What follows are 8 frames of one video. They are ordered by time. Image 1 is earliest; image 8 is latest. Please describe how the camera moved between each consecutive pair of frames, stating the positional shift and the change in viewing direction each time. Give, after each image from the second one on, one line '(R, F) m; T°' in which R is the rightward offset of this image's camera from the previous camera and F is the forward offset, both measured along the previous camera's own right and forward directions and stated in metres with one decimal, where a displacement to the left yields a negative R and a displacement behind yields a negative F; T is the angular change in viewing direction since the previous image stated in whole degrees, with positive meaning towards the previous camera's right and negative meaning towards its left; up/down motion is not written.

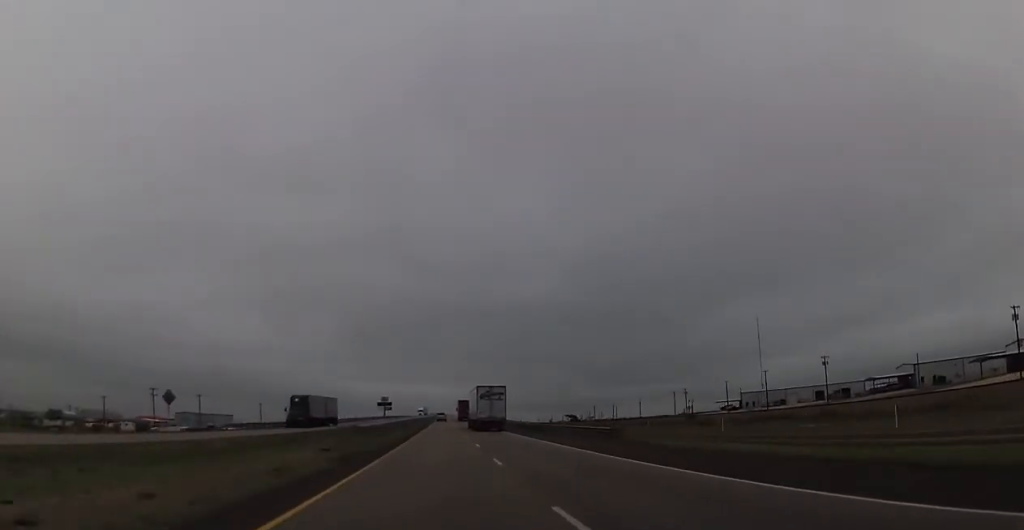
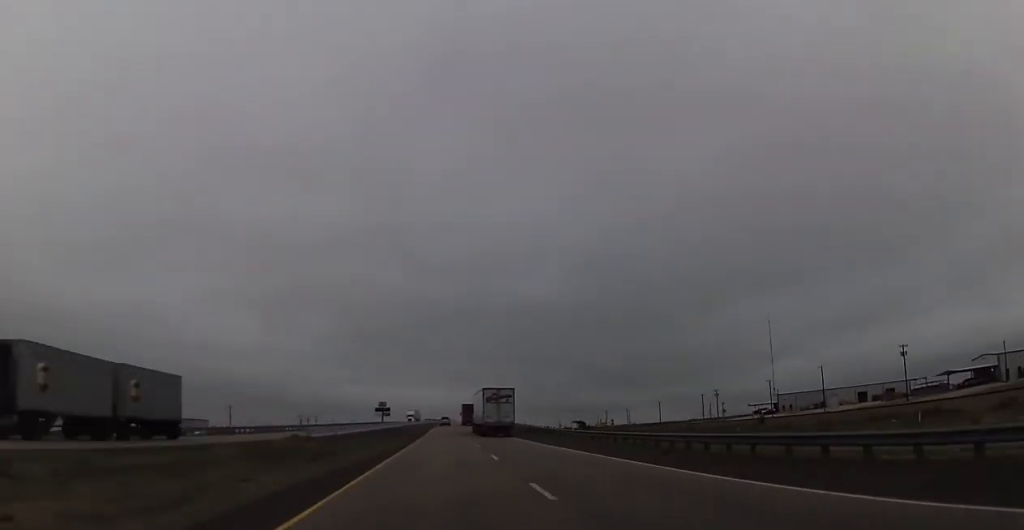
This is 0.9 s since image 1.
(-0.2, +32.5) m; 0°
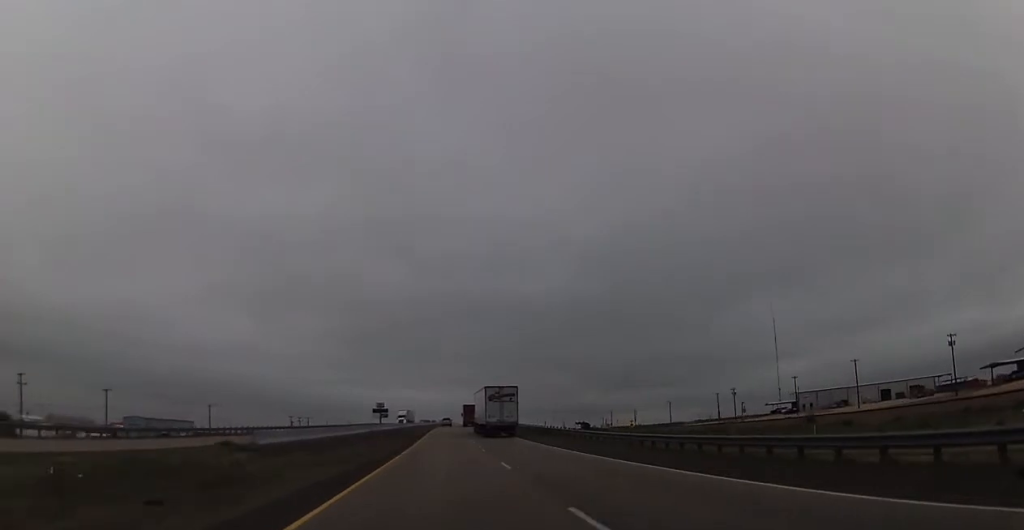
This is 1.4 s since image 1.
(-0.1, +16.2) m; 0°
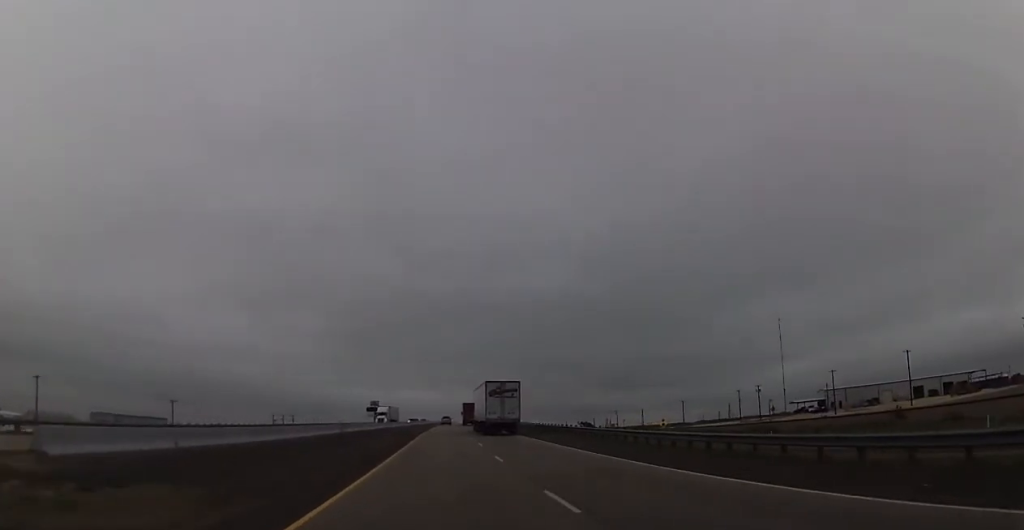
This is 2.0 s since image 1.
(+0.3, +22.0) m; 0°
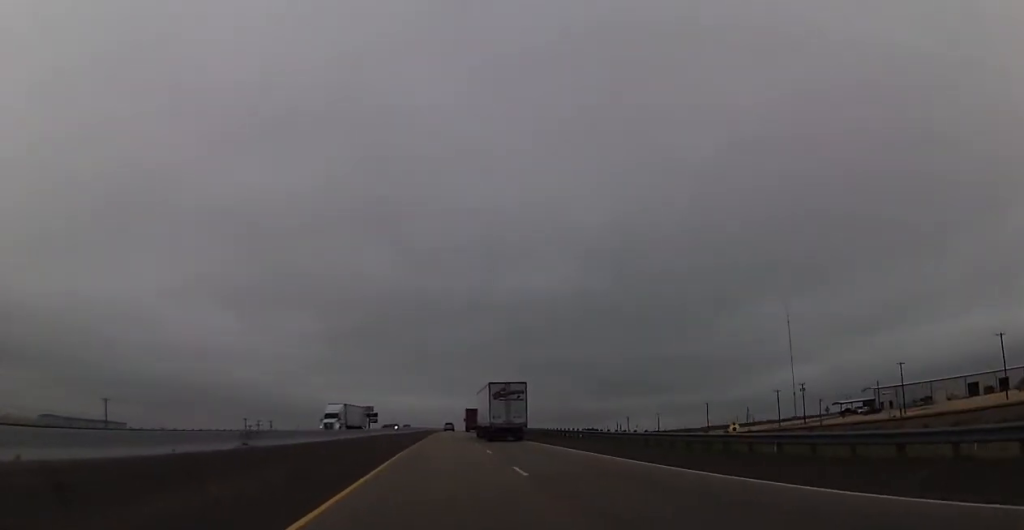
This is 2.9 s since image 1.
(-0.1, +30.1) m; 0°
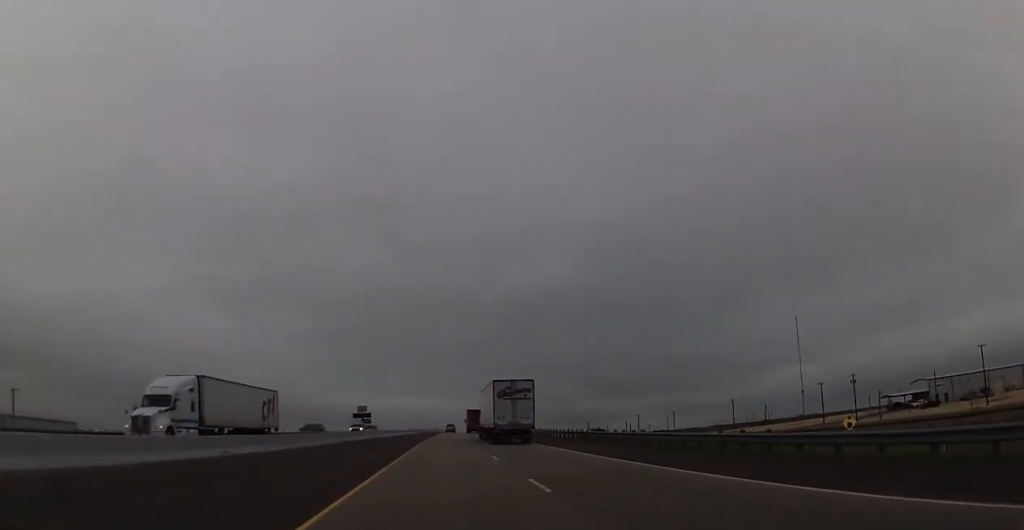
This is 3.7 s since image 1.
(-0.1, +27.8) m; 0°
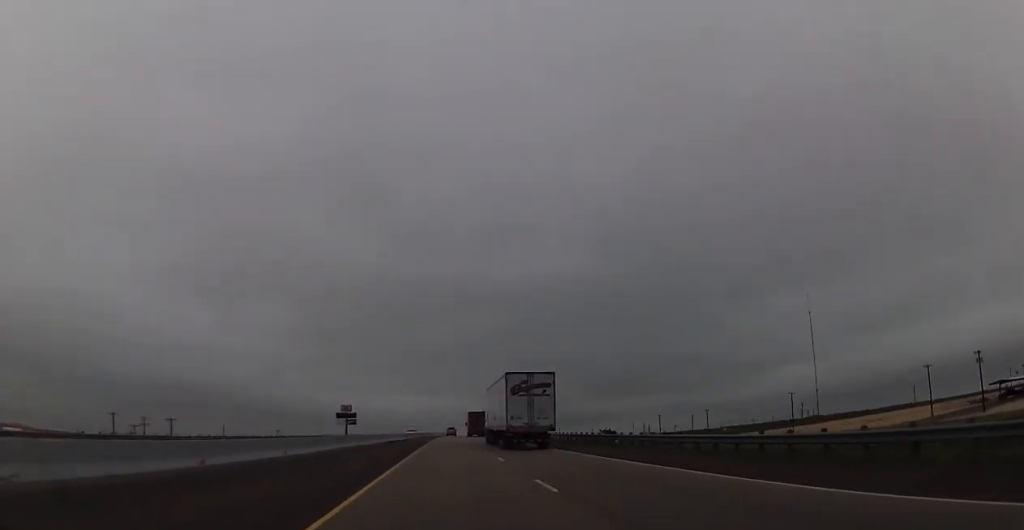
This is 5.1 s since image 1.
(+0.7, +48.7) m; +1°
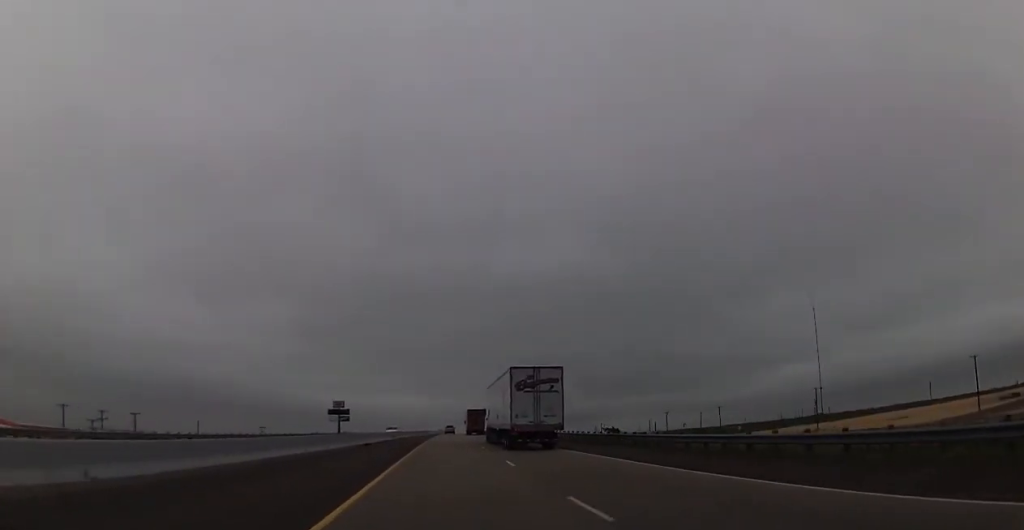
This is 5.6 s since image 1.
(0.0, +16.2) m; 0°
